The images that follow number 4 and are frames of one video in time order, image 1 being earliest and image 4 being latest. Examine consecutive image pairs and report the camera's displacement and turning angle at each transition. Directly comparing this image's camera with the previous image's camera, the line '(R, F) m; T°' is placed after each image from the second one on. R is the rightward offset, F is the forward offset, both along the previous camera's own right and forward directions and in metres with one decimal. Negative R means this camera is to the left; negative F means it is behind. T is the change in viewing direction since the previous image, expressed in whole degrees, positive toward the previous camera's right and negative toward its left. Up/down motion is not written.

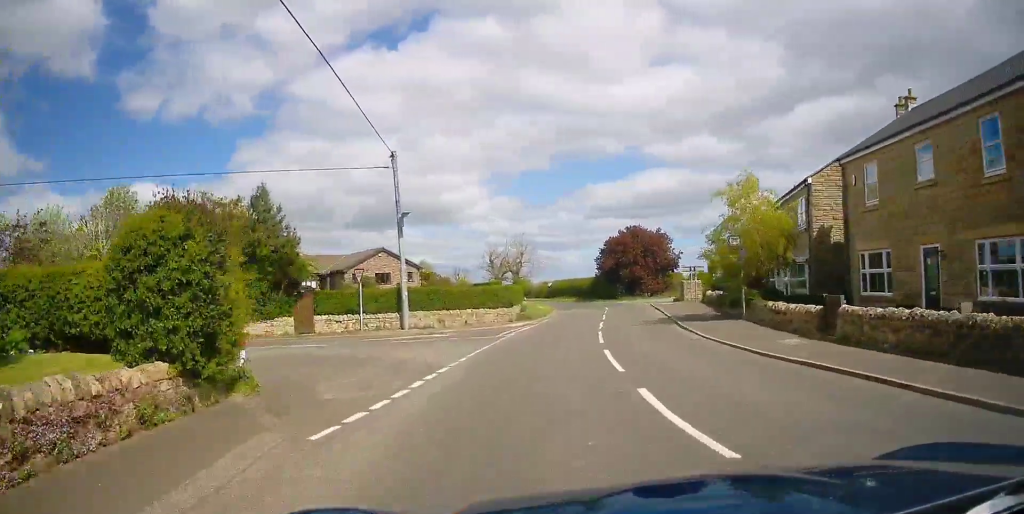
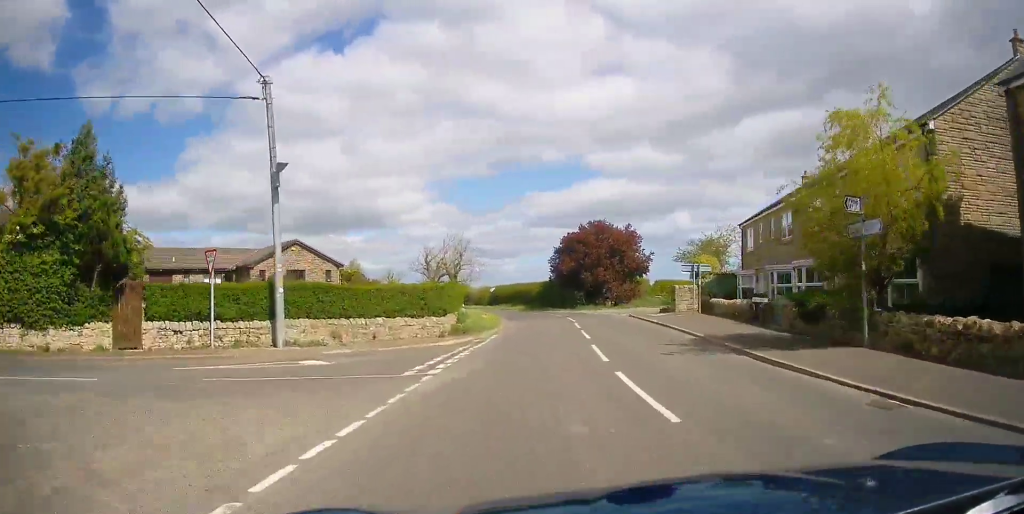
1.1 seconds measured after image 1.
(+0.1, +10.0) m; +2°
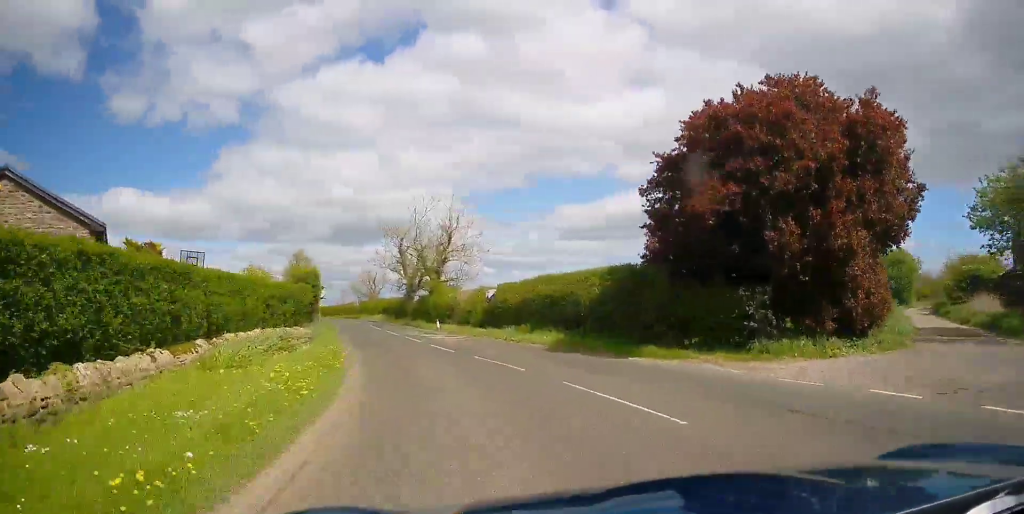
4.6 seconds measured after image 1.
(+4.3, +33.8) m; +7°
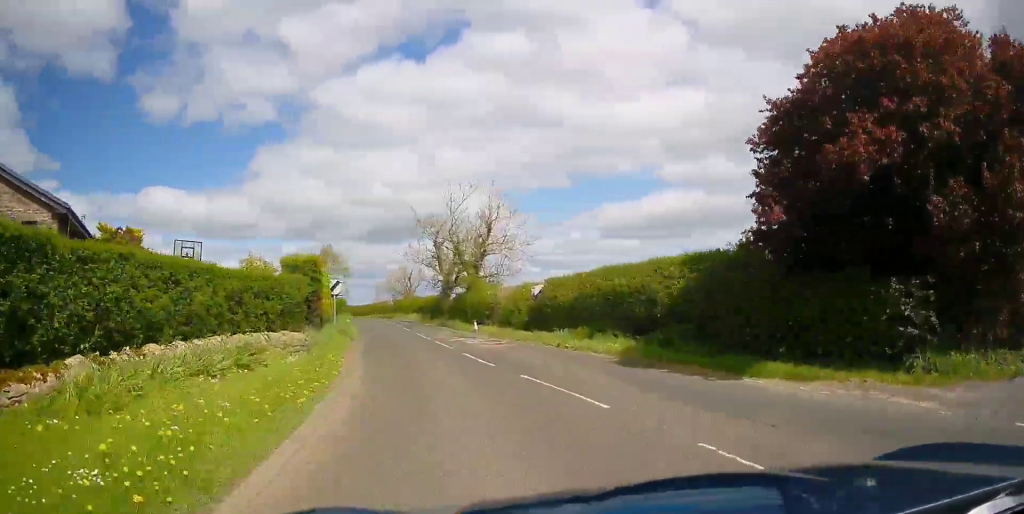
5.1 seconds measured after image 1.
(+0.1, +4.1) m; -2°
